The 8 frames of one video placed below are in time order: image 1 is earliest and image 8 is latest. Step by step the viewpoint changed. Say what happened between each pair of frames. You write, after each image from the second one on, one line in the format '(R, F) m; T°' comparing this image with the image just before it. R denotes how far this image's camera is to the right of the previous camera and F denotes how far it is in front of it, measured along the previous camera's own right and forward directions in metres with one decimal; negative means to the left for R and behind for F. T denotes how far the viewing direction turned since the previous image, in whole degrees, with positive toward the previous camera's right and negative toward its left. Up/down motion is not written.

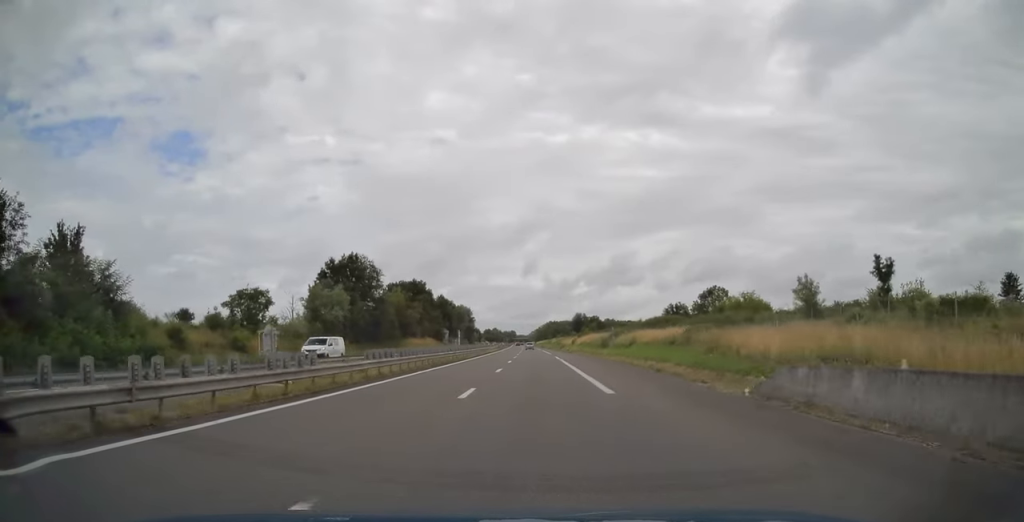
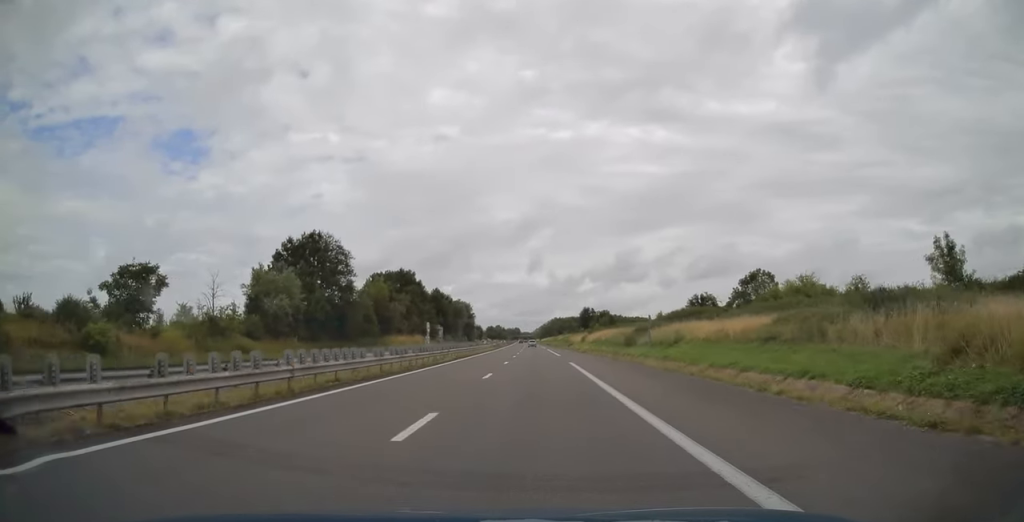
(0.0, +19.8) m; 0°
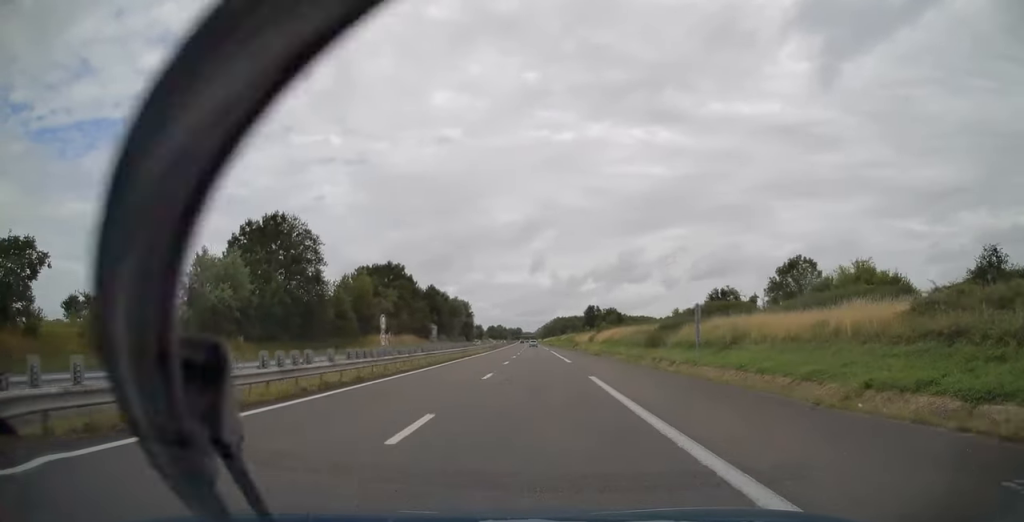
(0.0, +13.4) m; 0°
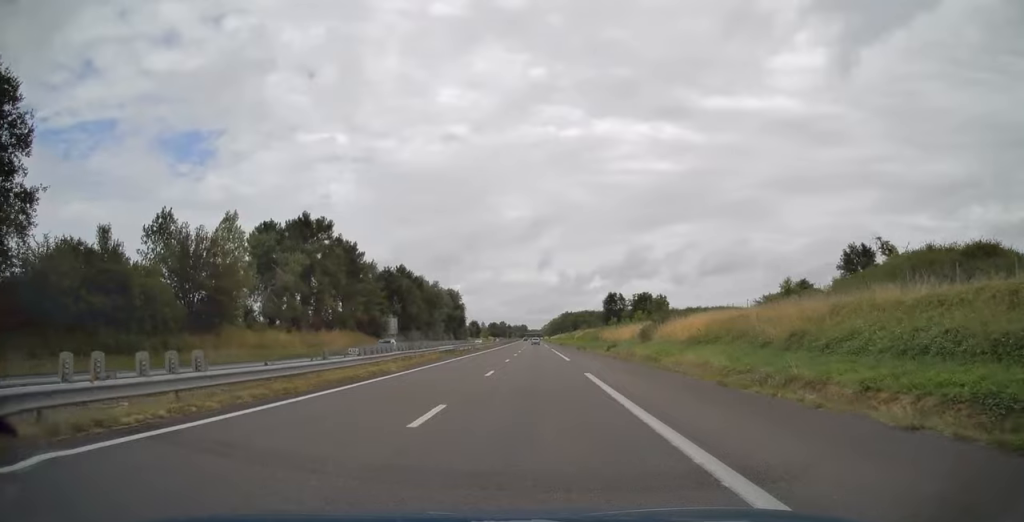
(-0.3, +50.7) m; -1°
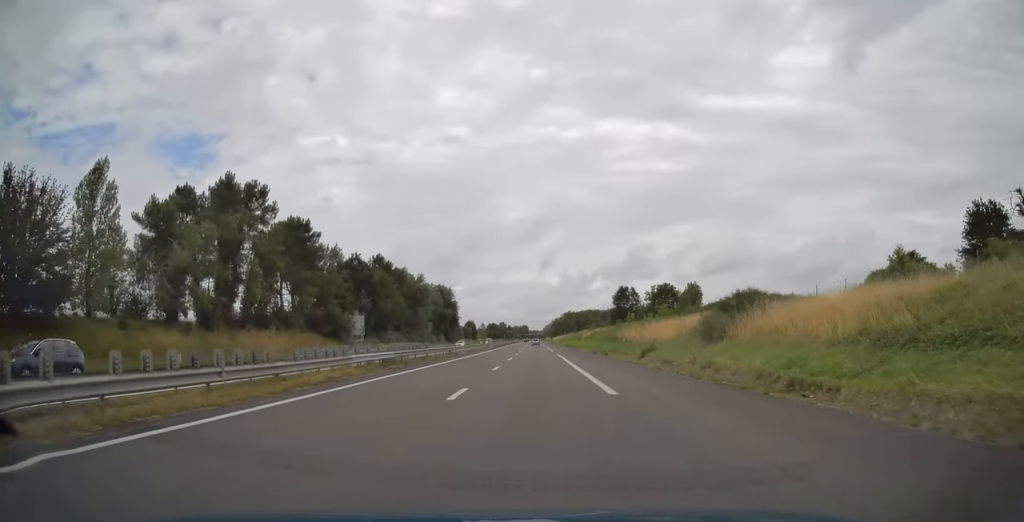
(0.0, +21.9) m; 0°
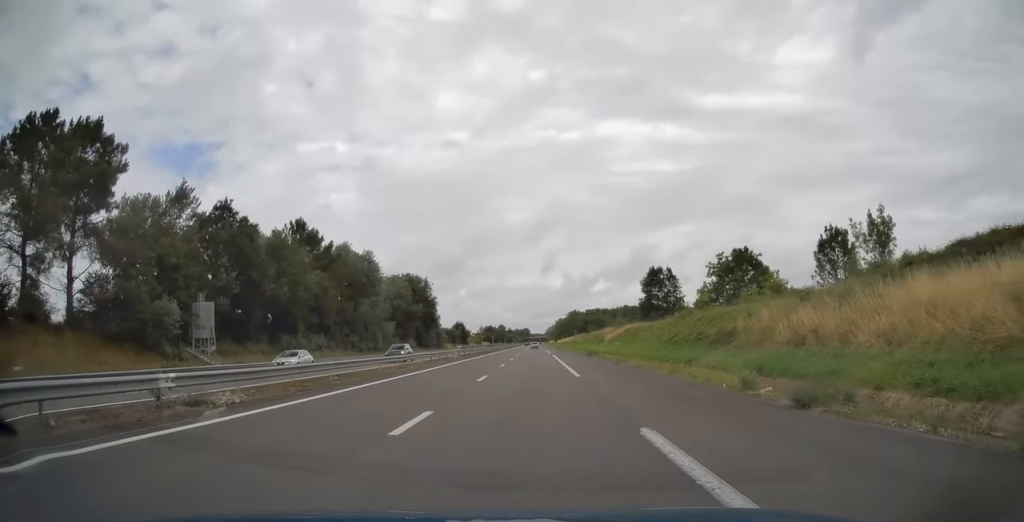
(0.0, +43.9) m; 0°
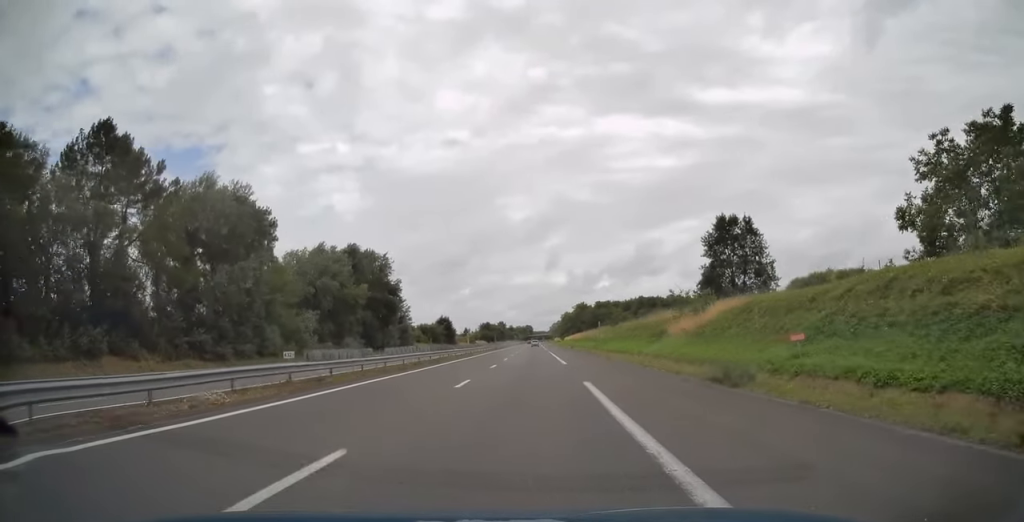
(-0.2, +43.9) m; -1°
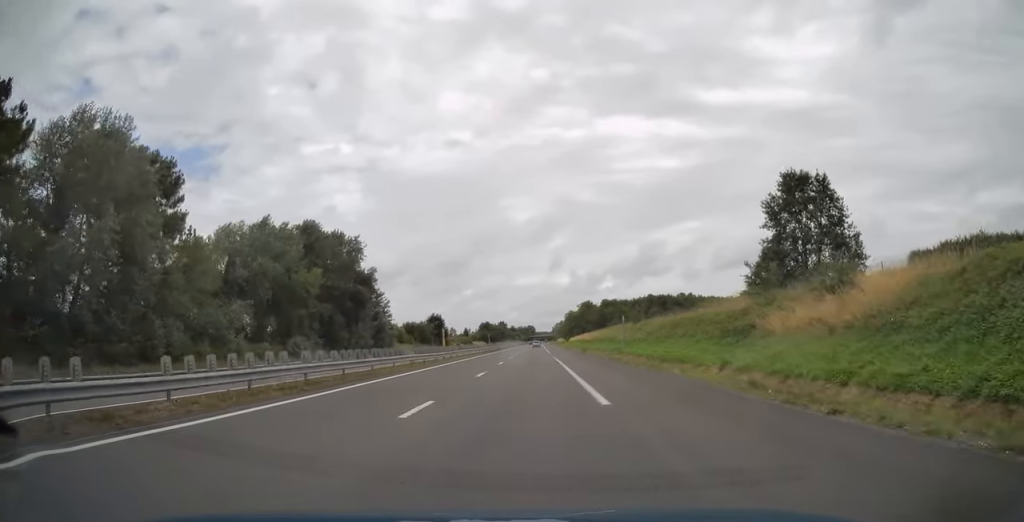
(0.0, +19.8) m; 0°
